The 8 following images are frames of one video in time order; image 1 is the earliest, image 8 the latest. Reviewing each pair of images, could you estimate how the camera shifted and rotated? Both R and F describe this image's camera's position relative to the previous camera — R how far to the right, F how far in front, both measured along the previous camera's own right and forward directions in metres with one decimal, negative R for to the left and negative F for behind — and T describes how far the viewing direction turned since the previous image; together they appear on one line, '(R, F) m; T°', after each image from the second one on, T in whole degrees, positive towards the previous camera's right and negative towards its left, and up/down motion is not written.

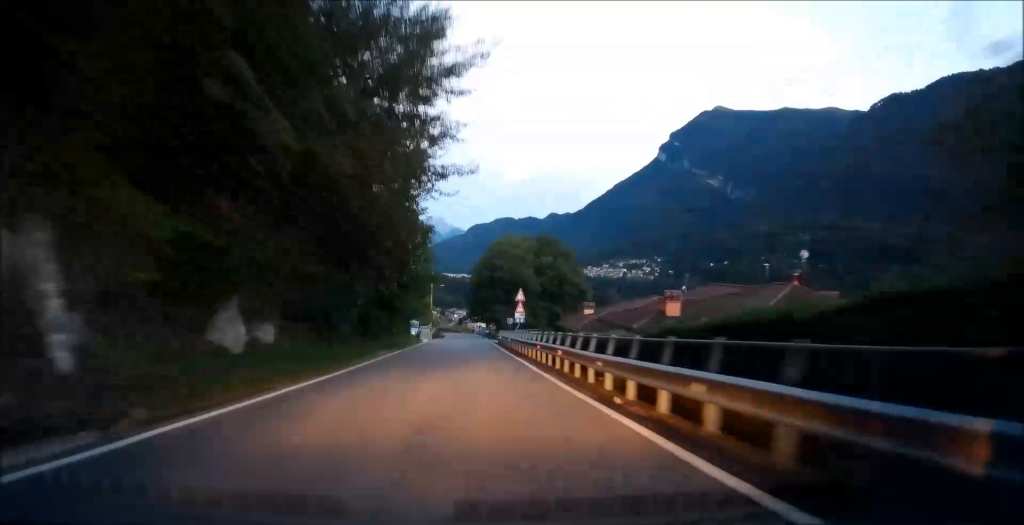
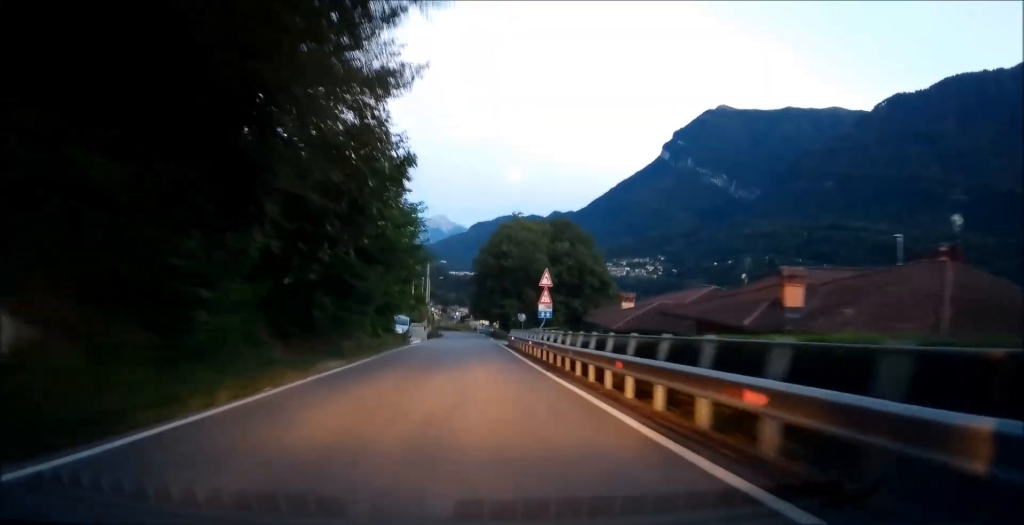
(-0.1, +12.3) m; +1°
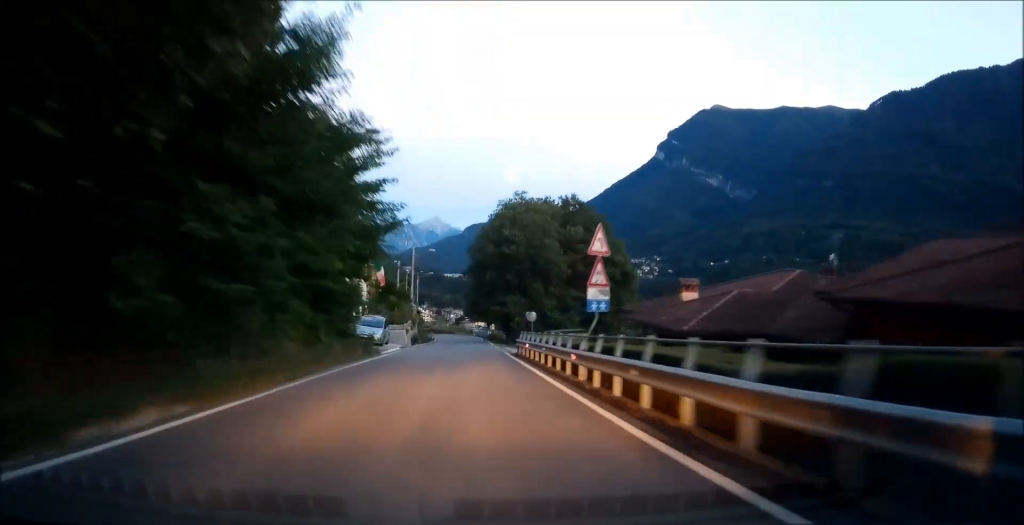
(+0.3, +12.0) m; +1°
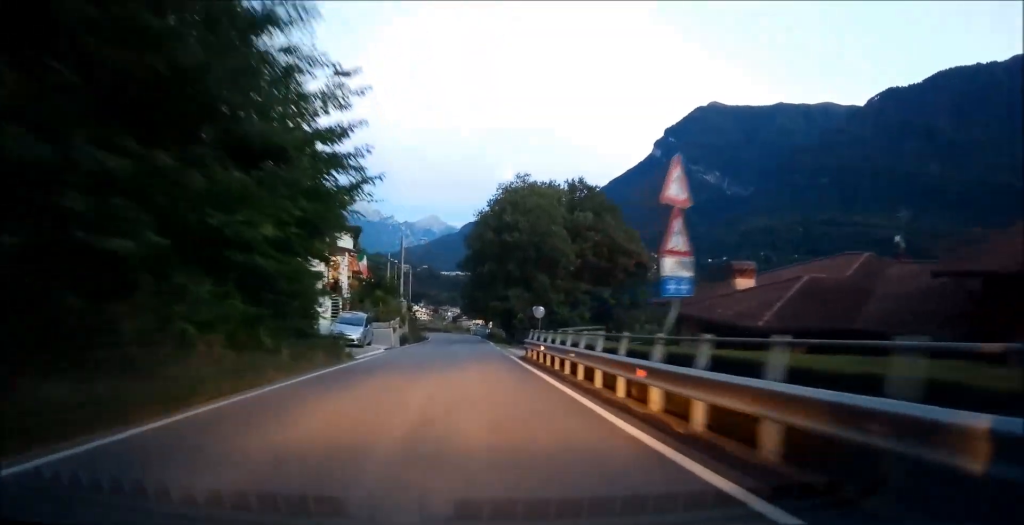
(+0.3, +5.9) m; 0°
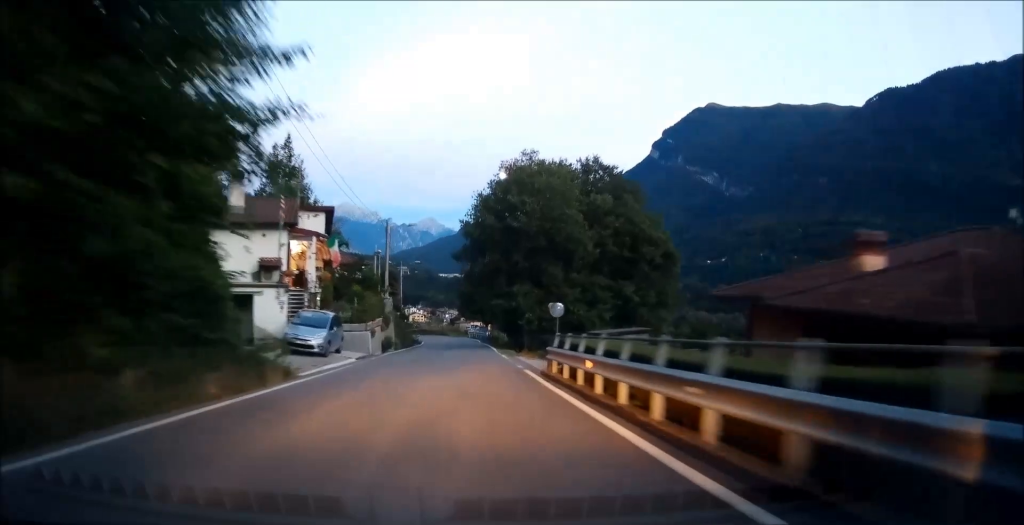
(-0.4, +8.0) m; 0°
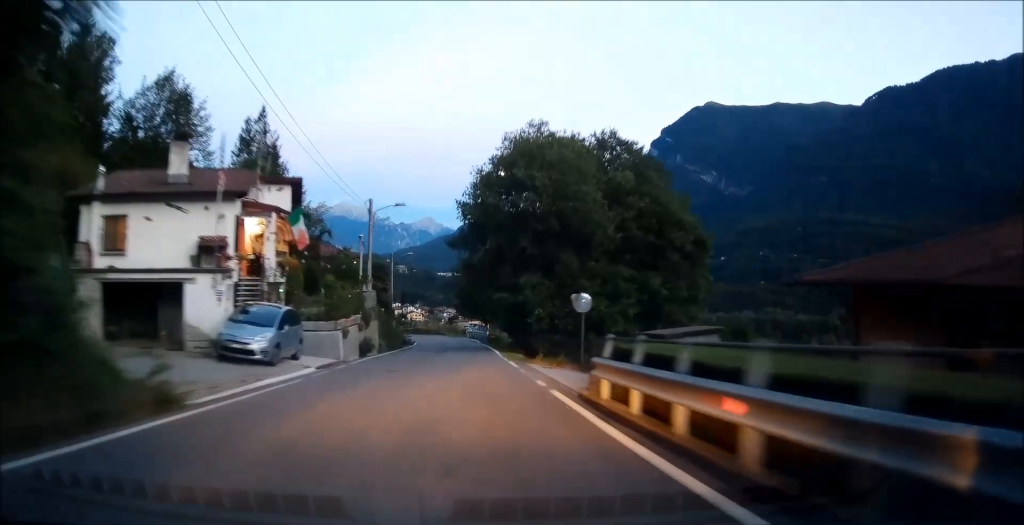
(-0.2, +6.3) m; 0°
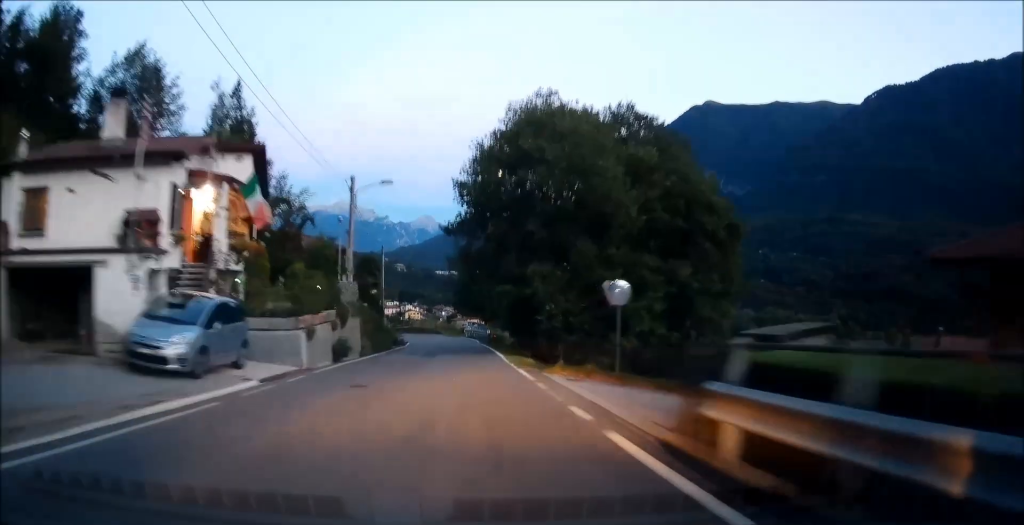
(+0.2, +5.0) m; +1°
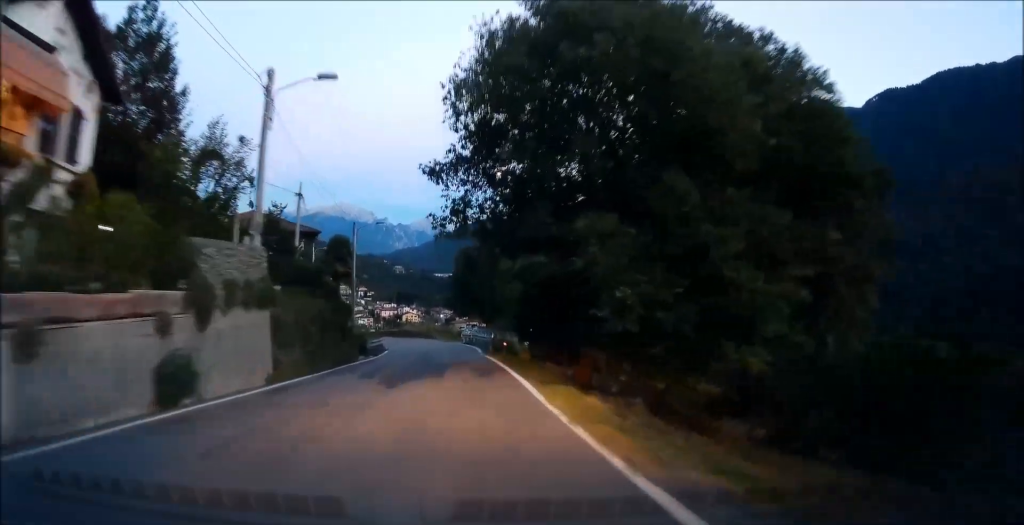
(+0.3, +12.7) m; 0°
